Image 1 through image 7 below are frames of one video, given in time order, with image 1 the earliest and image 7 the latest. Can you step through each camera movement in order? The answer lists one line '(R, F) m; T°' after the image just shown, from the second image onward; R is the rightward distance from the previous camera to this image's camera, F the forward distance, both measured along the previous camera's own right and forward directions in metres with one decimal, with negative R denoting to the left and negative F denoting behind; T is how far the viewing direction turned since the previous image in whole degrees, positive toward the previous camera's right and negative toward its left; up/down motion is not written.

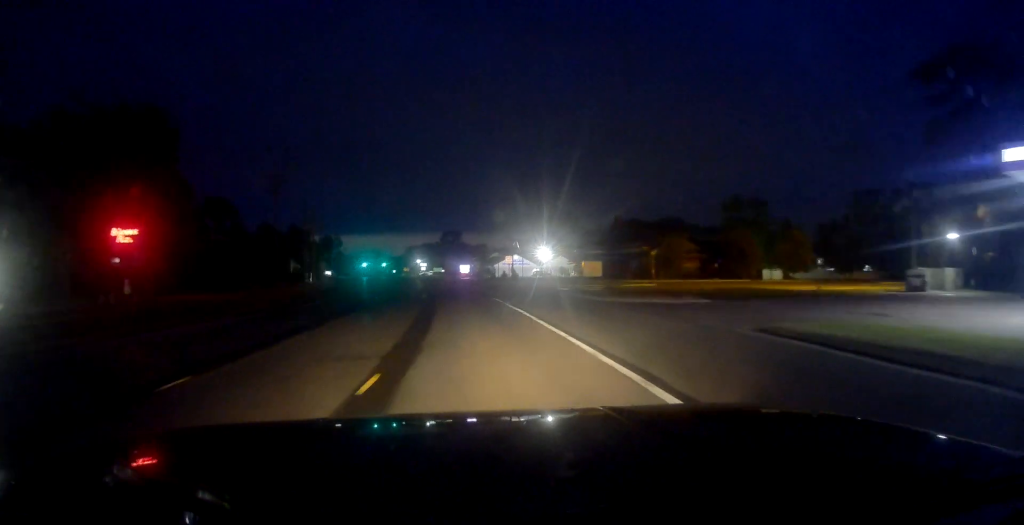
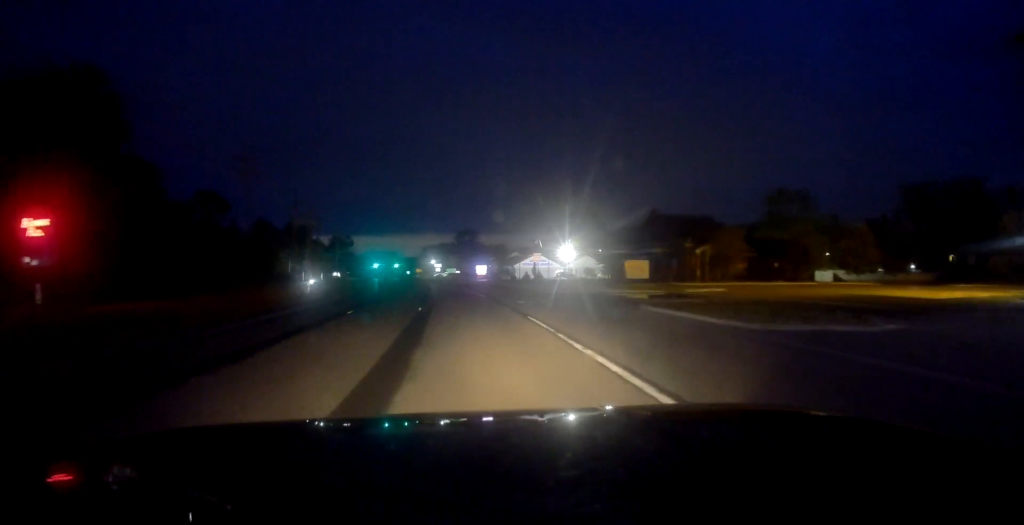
(-0.8, +13.2) m; -3°
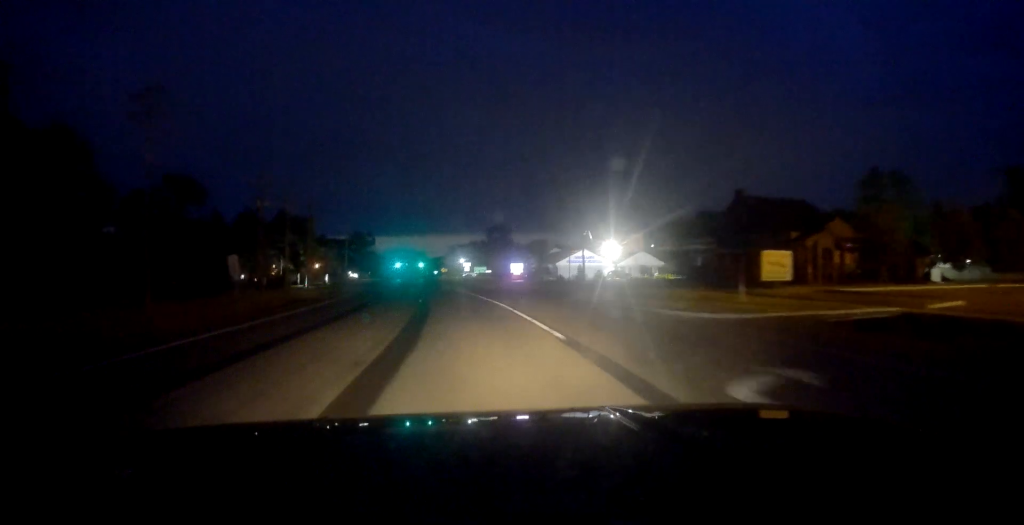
(-0.8, +23.0) m; -1°
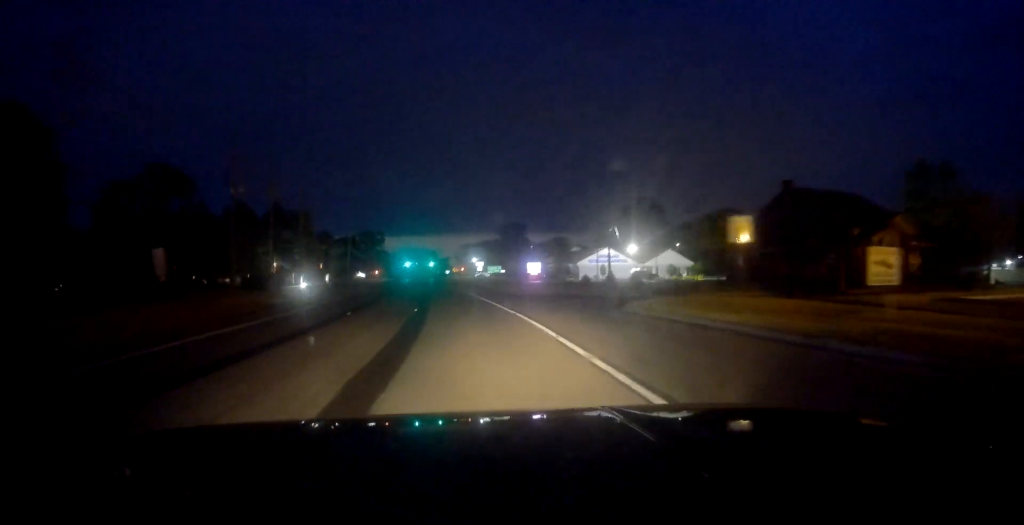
(+0.1, +9.7) m; -1°
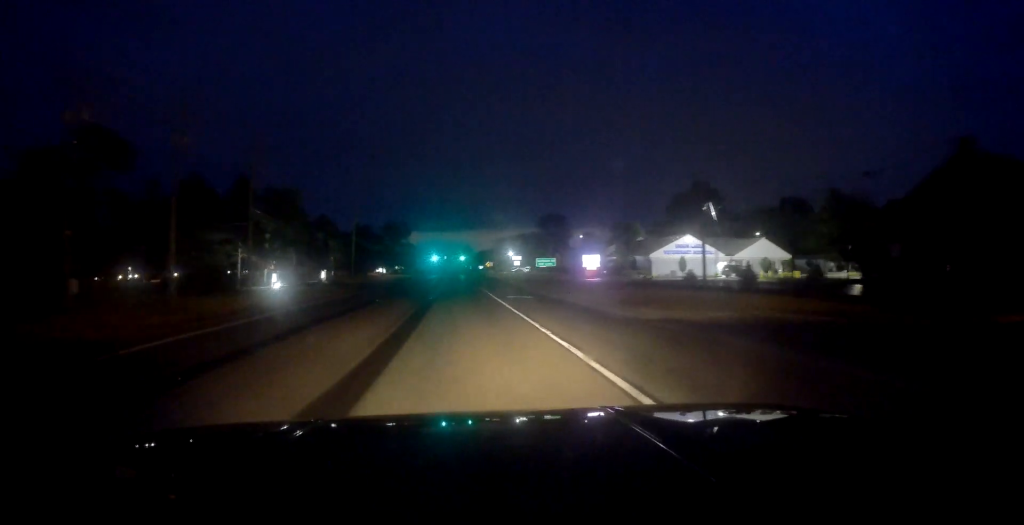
(-1.0, +25.4) m; -3°
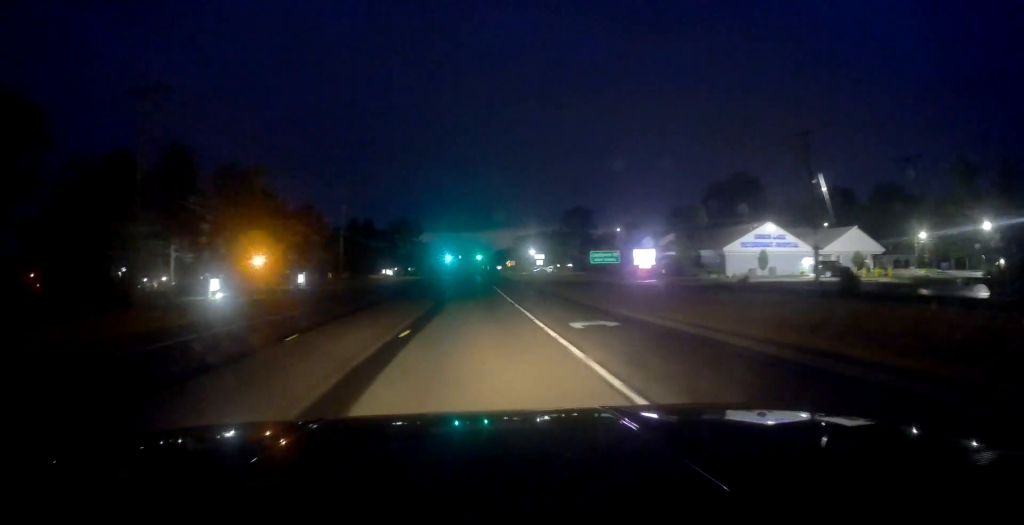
(+0.2, +19.3) m; -3°
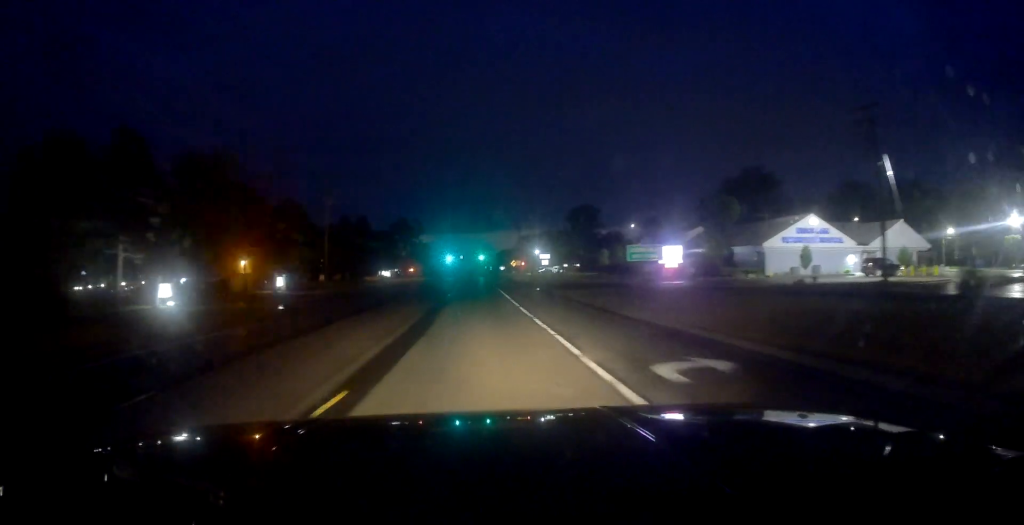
(-0.4, +8.4) m; -1°
